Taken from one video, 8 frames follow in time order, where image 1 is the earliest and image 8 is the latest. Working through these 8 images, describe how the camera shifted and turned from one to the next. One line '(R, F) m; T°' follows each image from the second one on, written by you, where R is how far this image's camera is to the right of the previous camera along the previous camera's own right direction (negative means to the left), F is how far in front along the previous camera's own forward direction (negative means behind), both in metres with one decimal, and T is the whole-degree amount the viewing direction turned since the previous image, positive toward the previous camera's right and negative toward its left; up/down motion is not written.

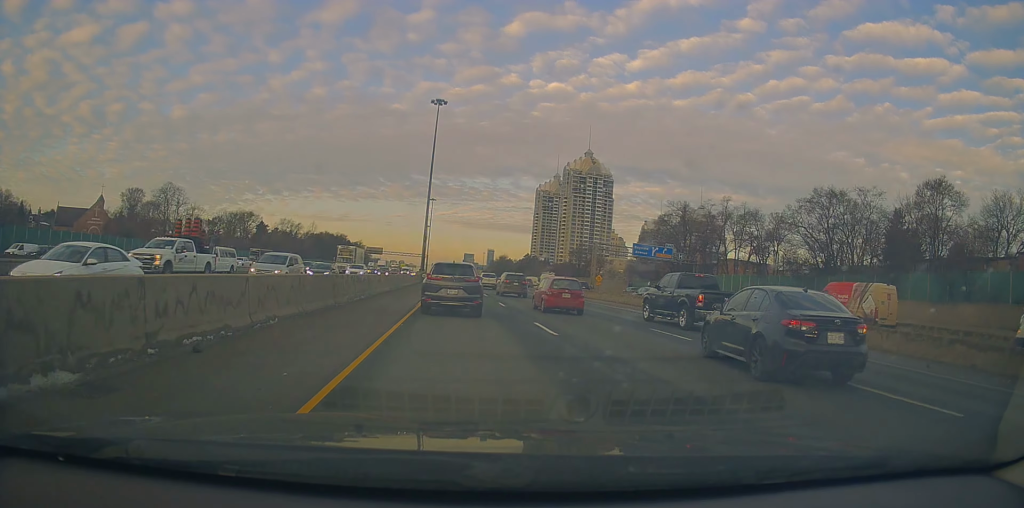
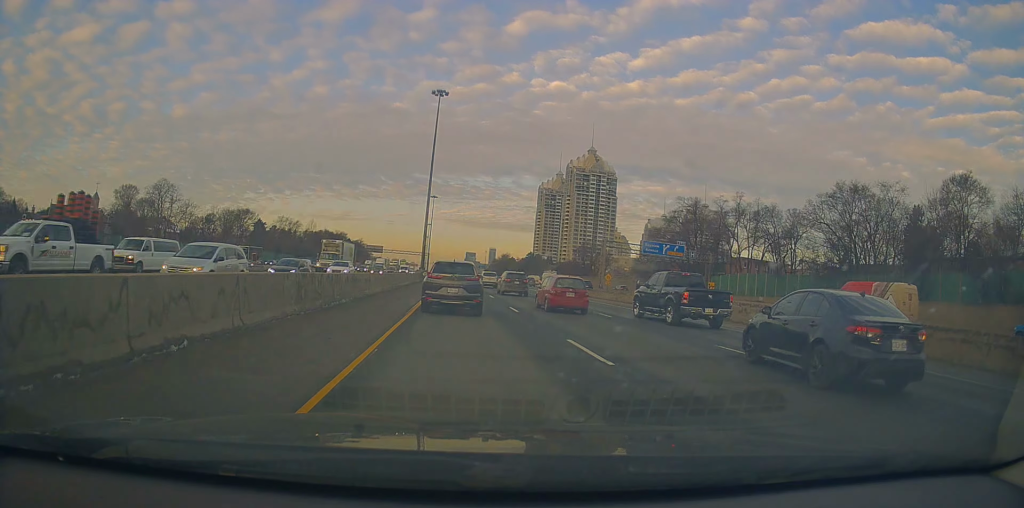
(+0.4, +4.4) m; 0°
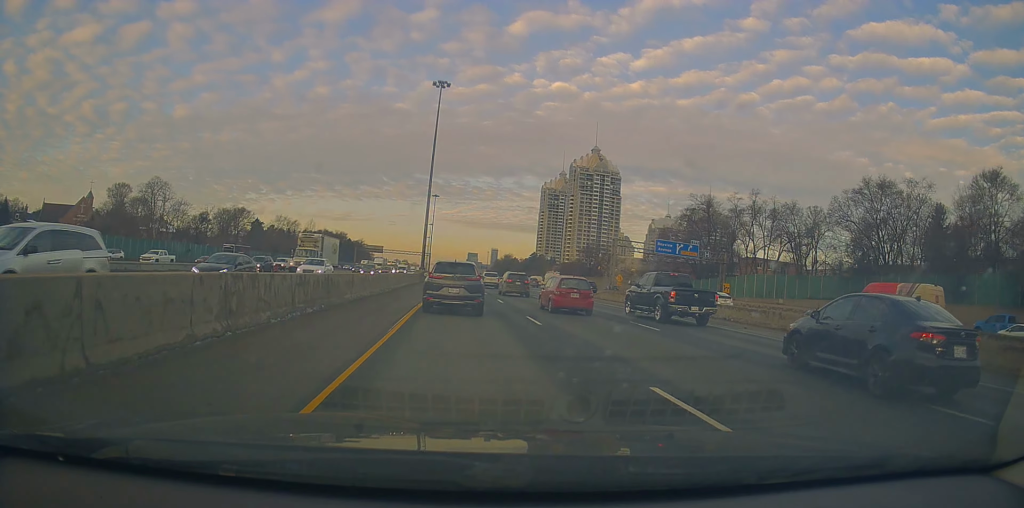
(-0.2, +4.9) m; -1°
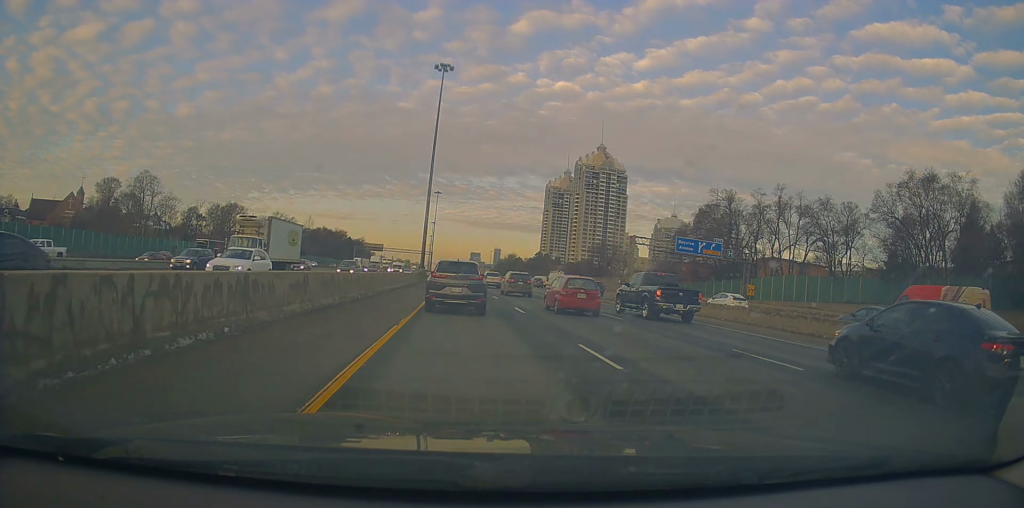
(-0.6, +7.2) m; -1°
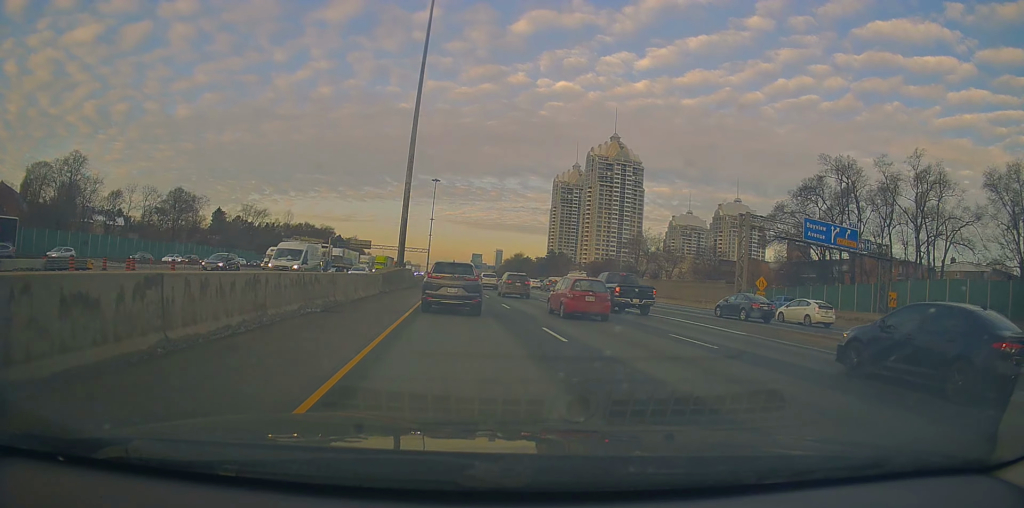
(+0.8, +31.7) m; +1°
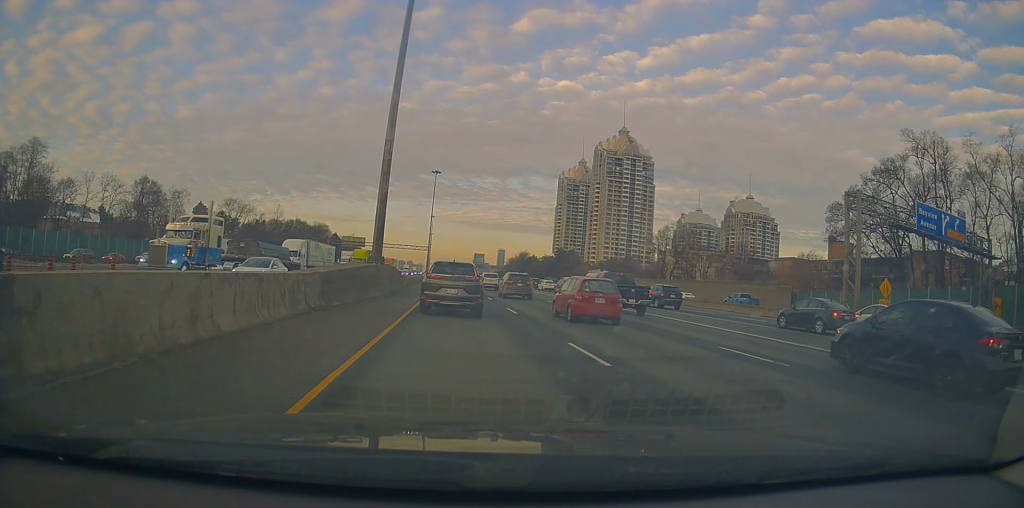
(-0.3, +14.8) m; -1°
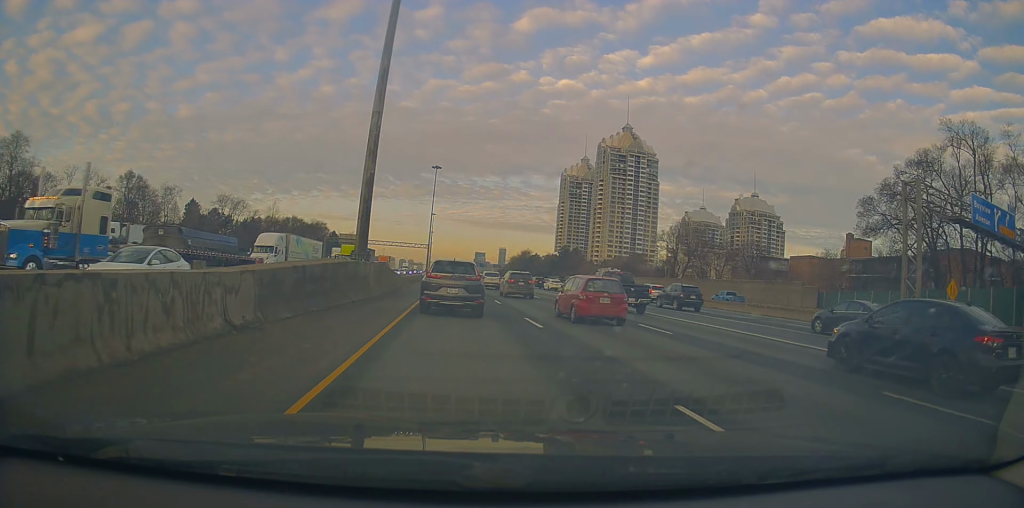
(0.0, +5.7) m; 0°
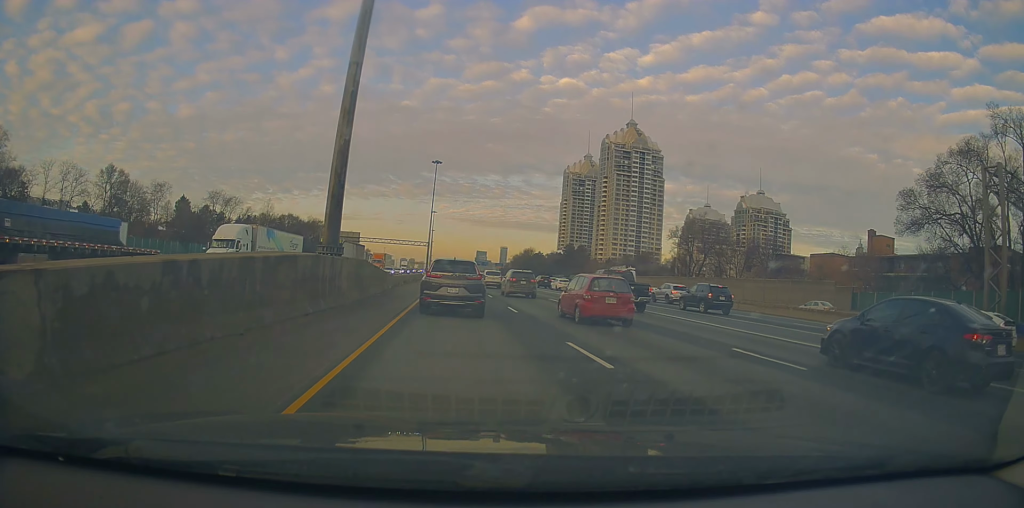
(+0.1, +6.7) m; 0°
